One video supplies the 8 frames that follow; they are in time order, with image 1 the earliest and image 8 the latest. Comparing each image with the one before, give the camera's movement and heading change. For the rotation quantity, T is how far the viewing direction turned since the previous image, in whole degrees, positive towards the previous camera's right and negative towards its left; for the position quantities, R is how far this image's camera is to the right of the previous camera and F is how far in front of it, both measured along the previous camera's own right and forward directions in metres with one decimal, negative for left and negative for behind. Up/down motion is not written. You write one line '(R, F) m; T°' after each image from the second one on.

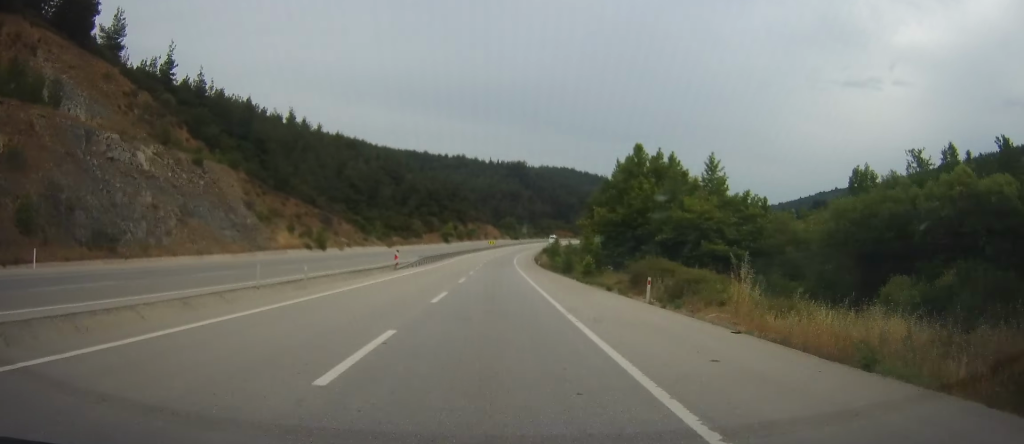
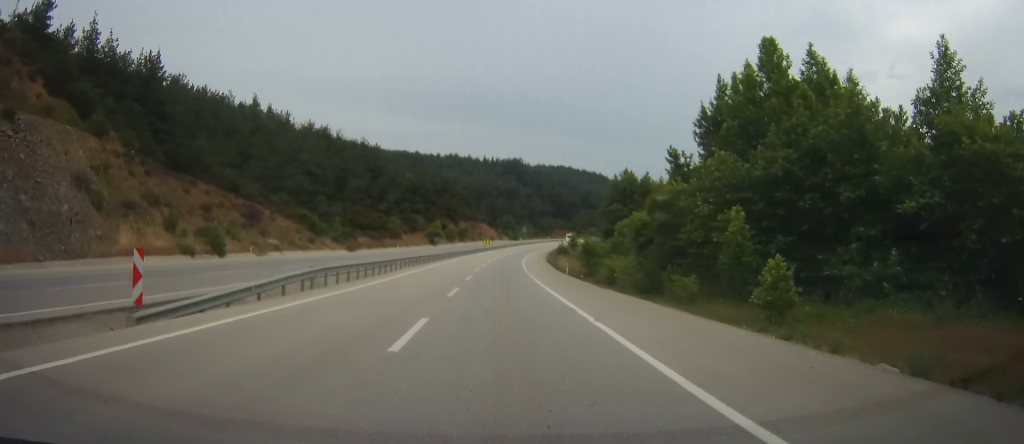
(-0.6, +33.7) m; -2°
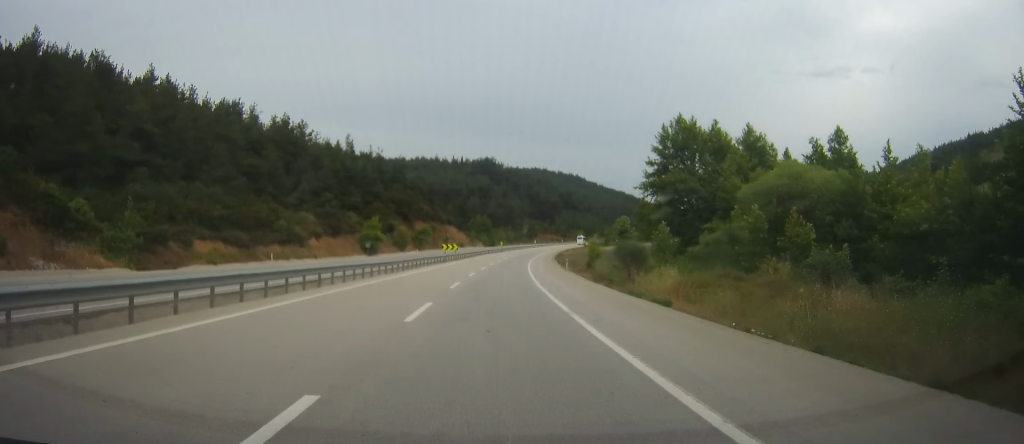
(-0.2, +56.0) m; 0°
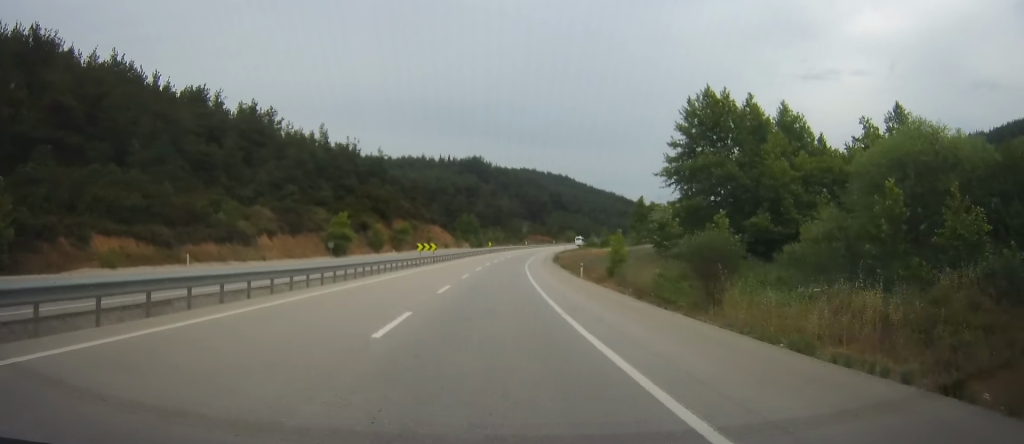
(-0.1, +14.9) m; -1°
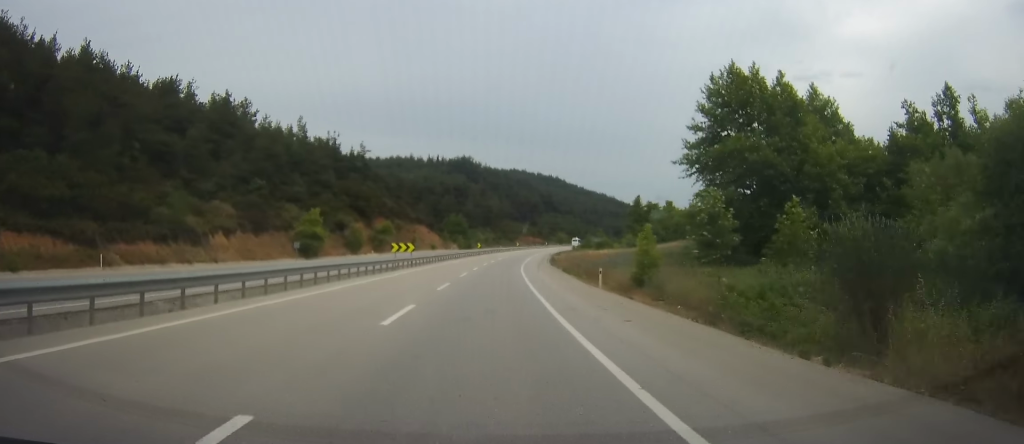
(0.0, +10.0) m; 0°
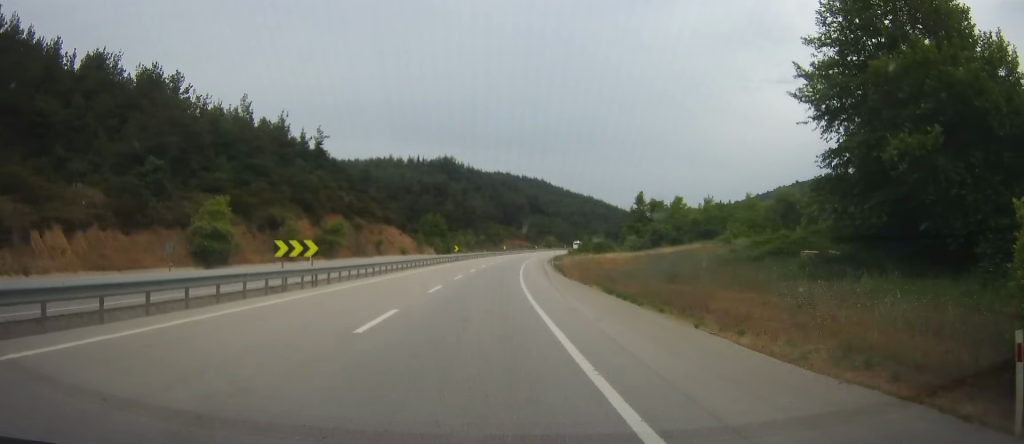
(-0.2, +25.0) m; +2°
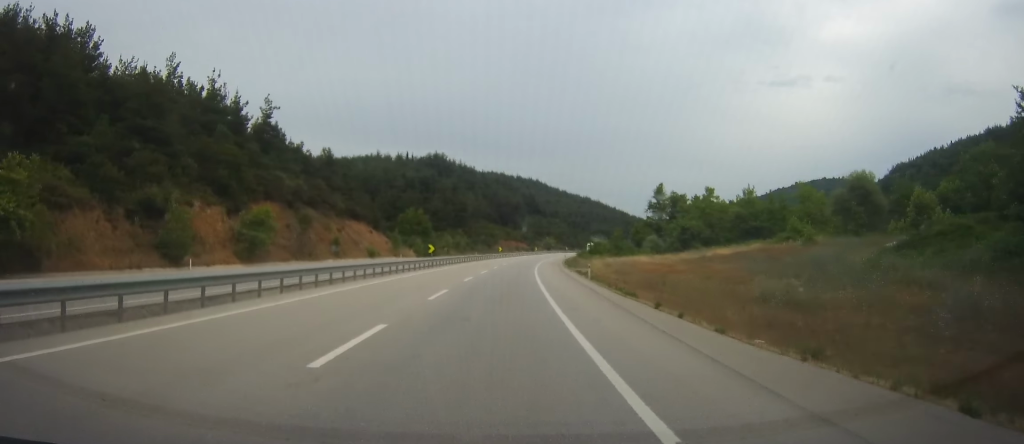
(+1.1, +27.7) m; +3°
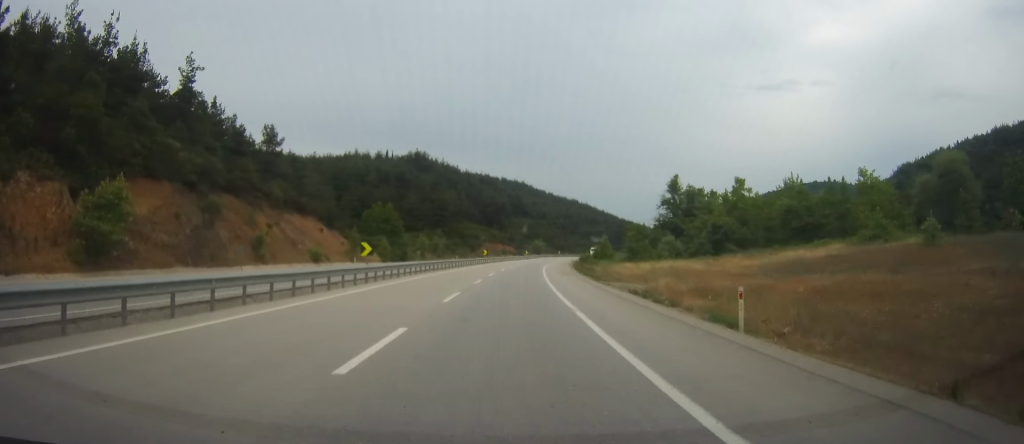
(+0.2, +23.5) m; 0°
